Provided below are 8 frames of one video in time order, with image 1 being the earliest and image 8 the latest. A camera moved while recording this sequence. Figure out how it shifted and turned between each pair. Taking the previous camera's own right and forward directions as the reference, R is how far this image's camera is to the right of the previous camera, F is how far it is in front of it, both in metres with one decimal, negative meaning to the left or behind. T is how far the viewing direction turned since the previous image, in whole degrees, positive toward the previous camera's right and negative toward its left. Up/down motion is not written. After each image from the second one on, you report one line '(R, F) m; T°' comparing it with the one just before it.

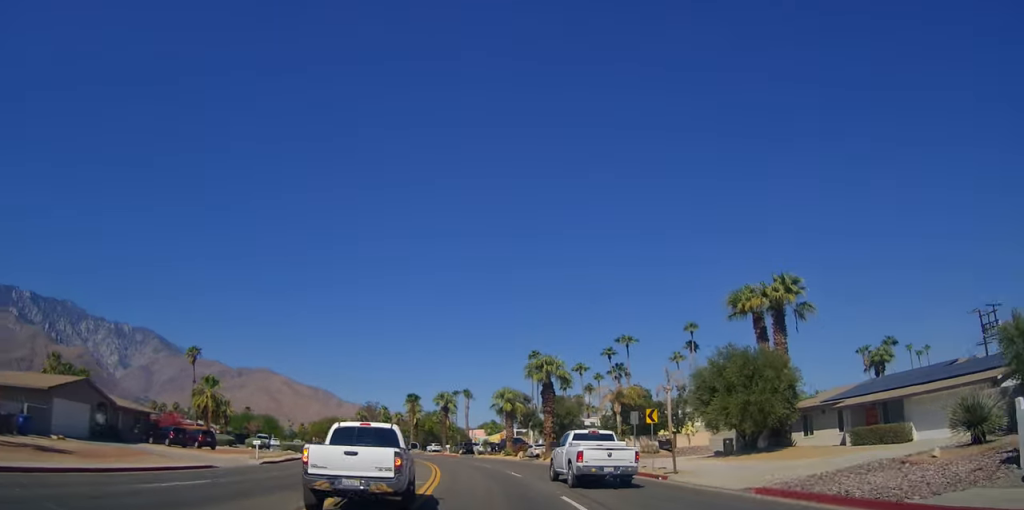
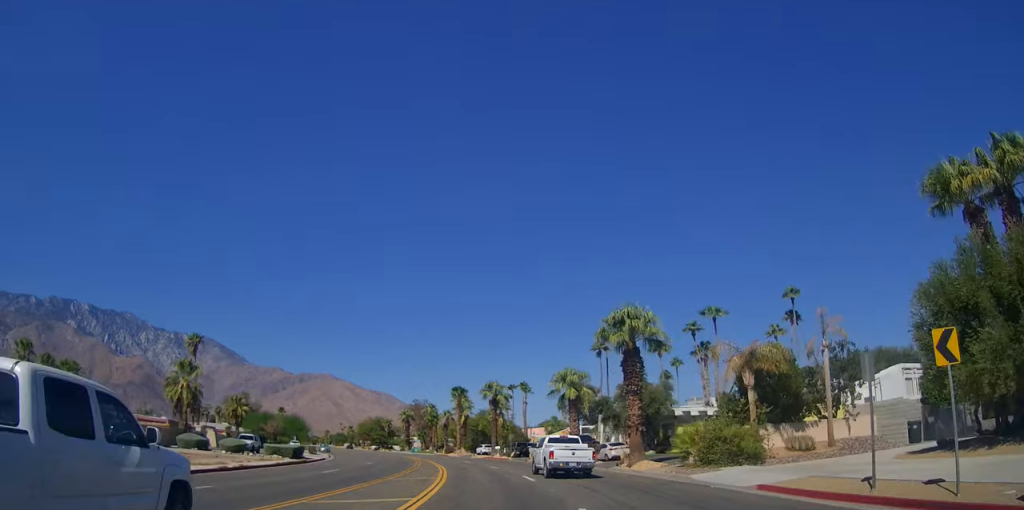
(-0.8, +17.4) m; -6°
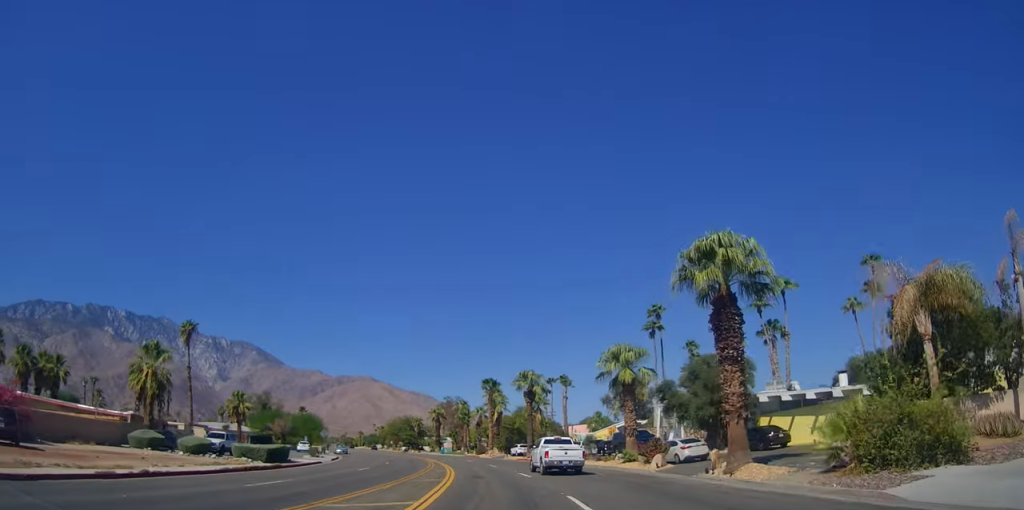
(-0.4, +10.3) m; -5°
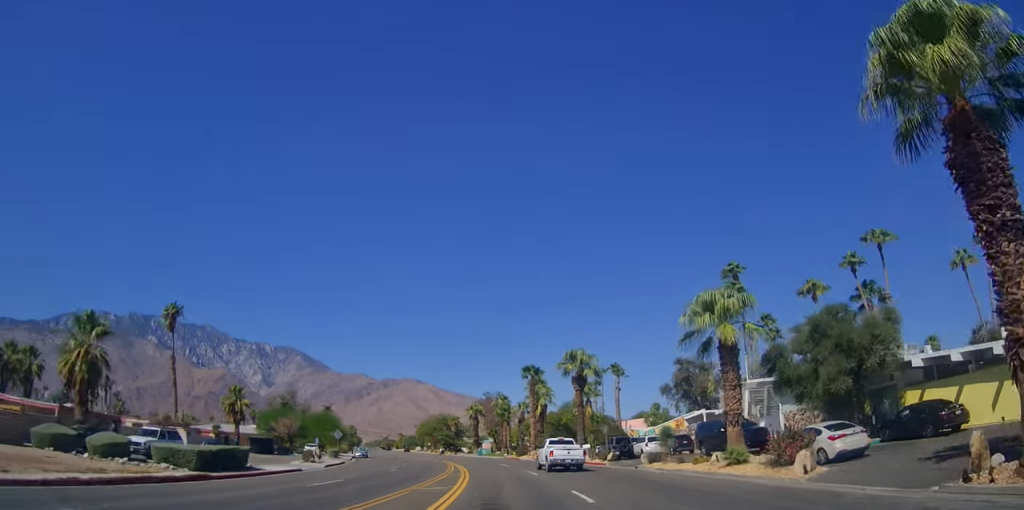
(-0.5, +11.5) m; -5°
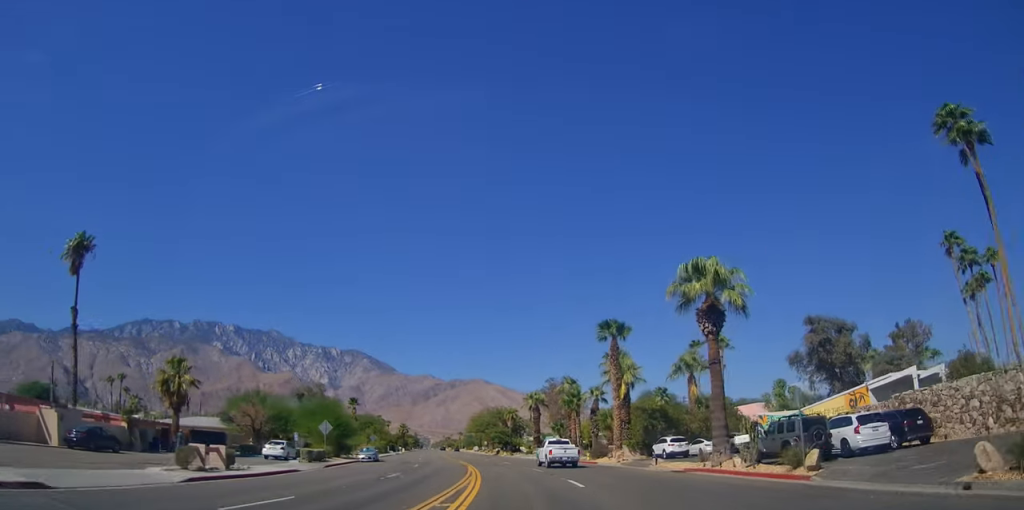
(-1.1, +20.9) m; -6°
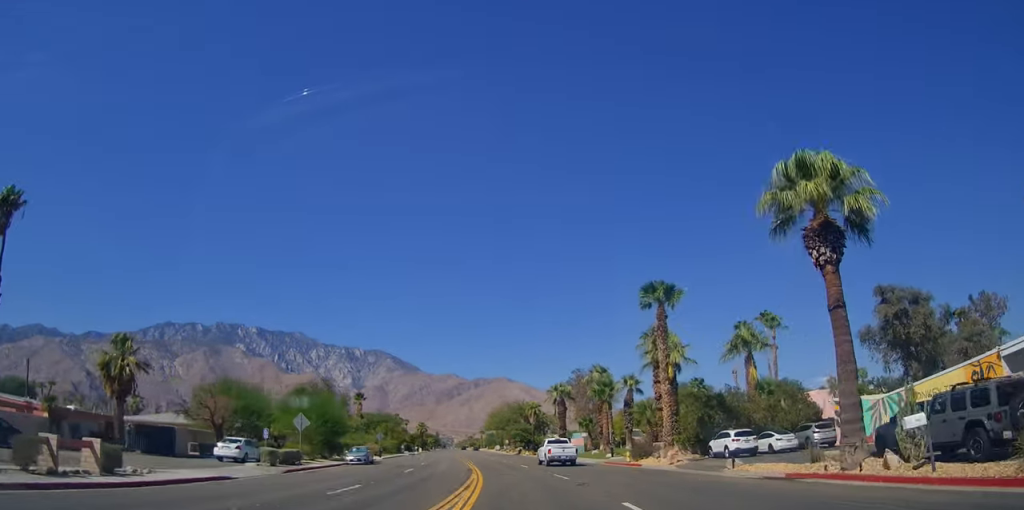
(0.0, +8.8) m; -2°
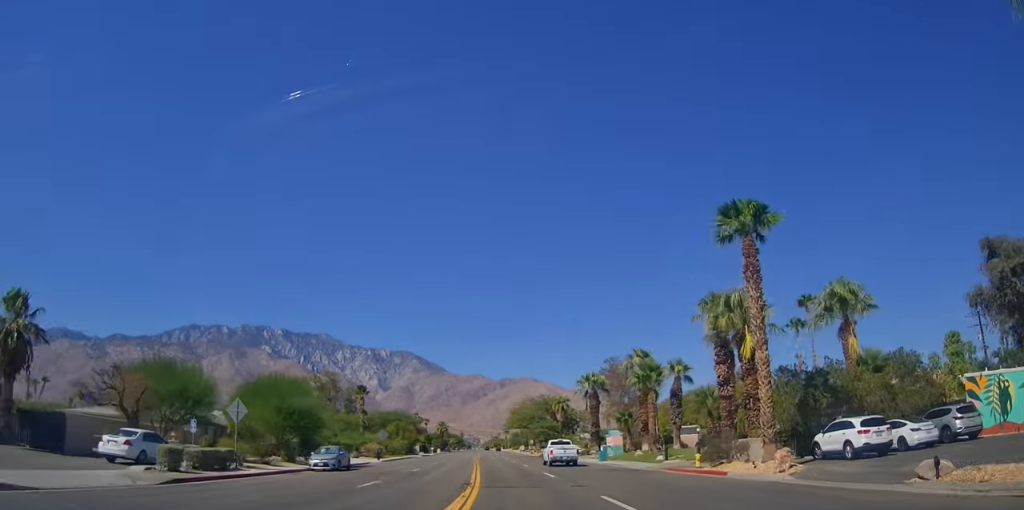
(-0.5, +11.5) m; -3°
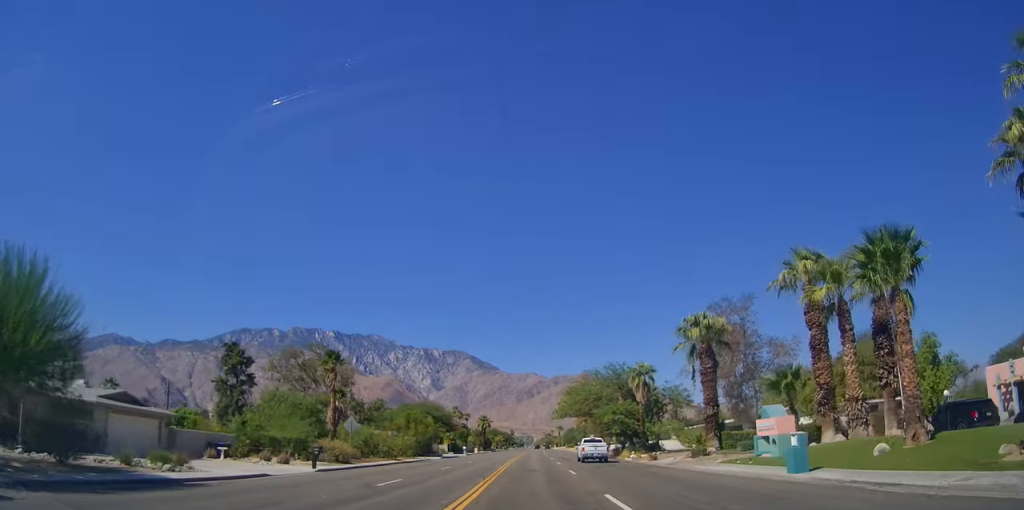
(-2.0, +30.0) m; -8°
